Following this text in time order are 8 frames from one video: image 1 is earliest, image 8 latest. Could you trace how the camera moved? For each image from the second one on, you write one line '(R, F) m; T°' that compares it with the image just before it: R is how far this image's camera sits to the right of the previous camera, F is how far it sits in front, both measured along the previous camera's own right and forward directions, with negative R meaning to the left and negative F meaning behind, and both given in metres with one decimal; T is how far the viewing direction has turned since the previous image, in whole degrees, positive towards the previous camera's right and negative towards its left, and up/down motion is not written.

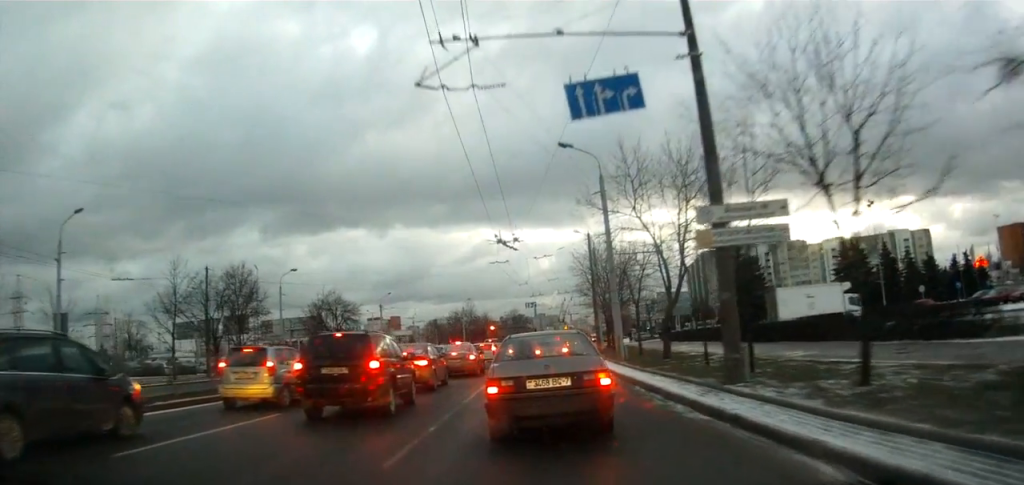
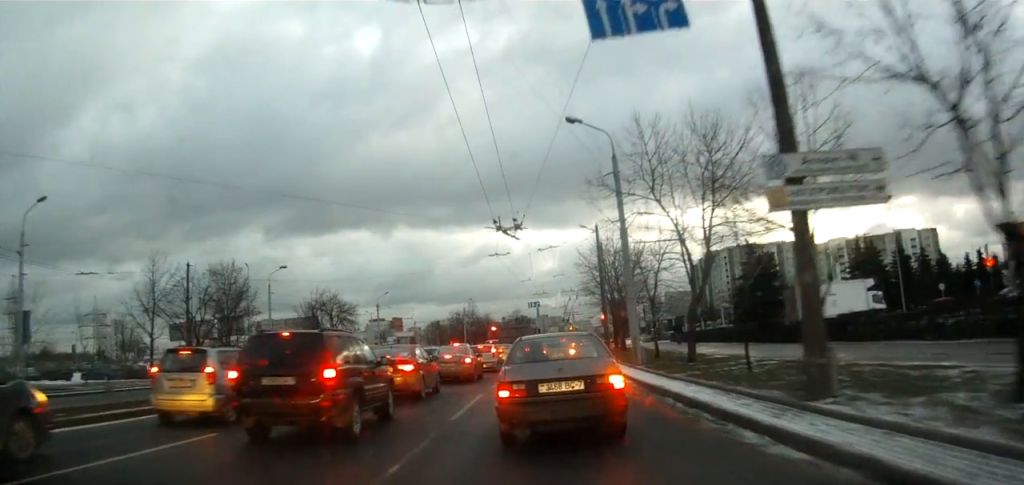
(+0.1, +3.2) m; +1°
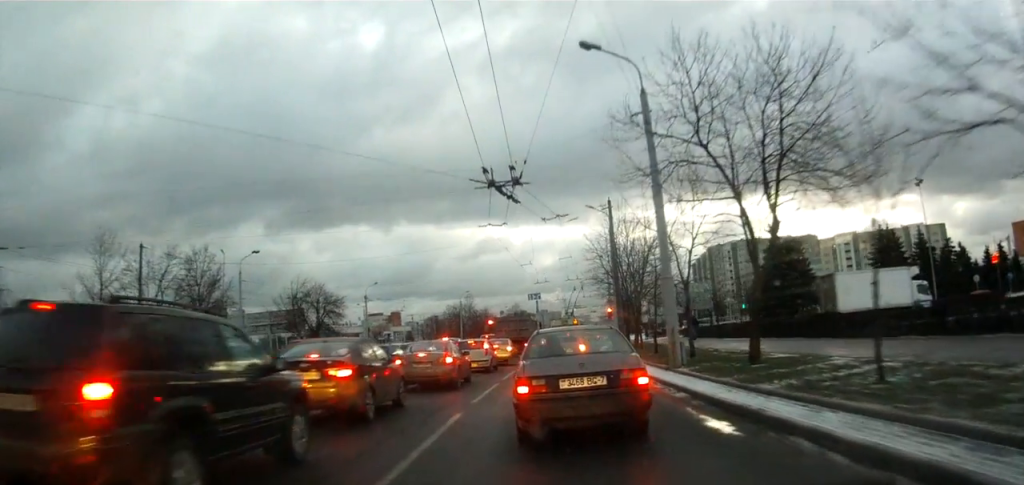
(+0.3, +5.4) m; -1°
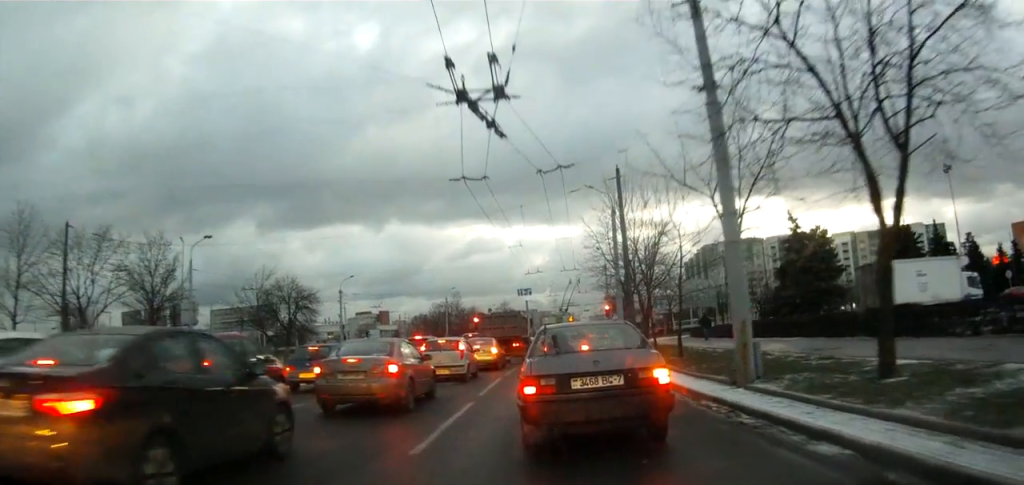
(-0.3, +5.4) m; +1°
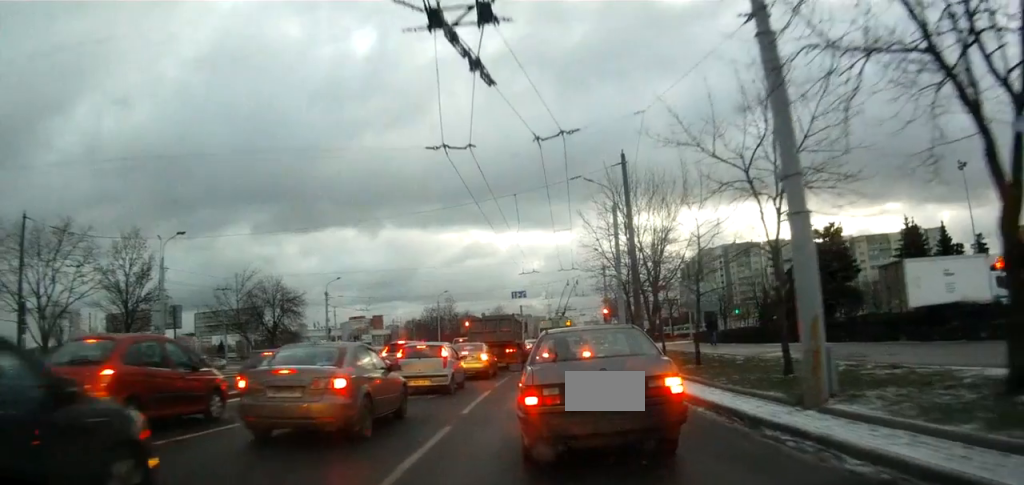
(+0.2, +2.7) m; +4°
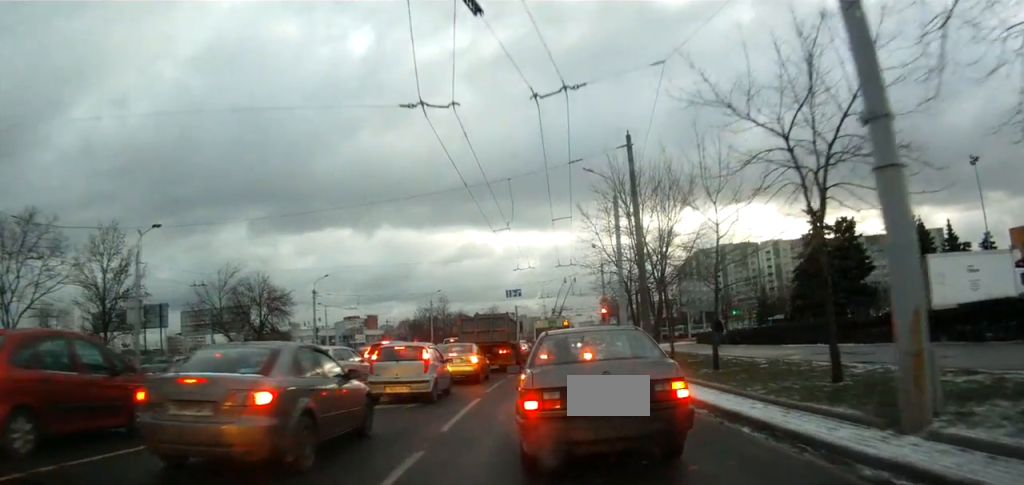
(0.0, +2.3) m; +1°
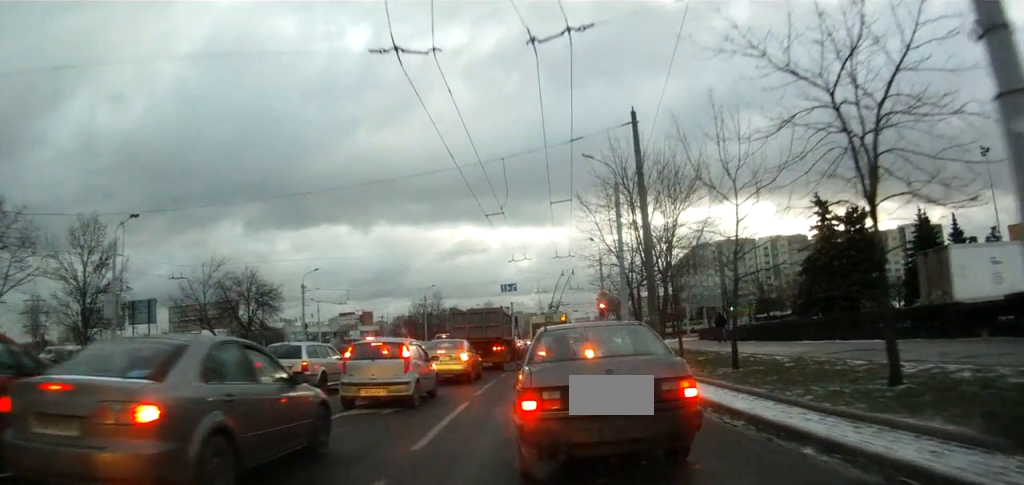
(0.0, +1.8) m; 0°
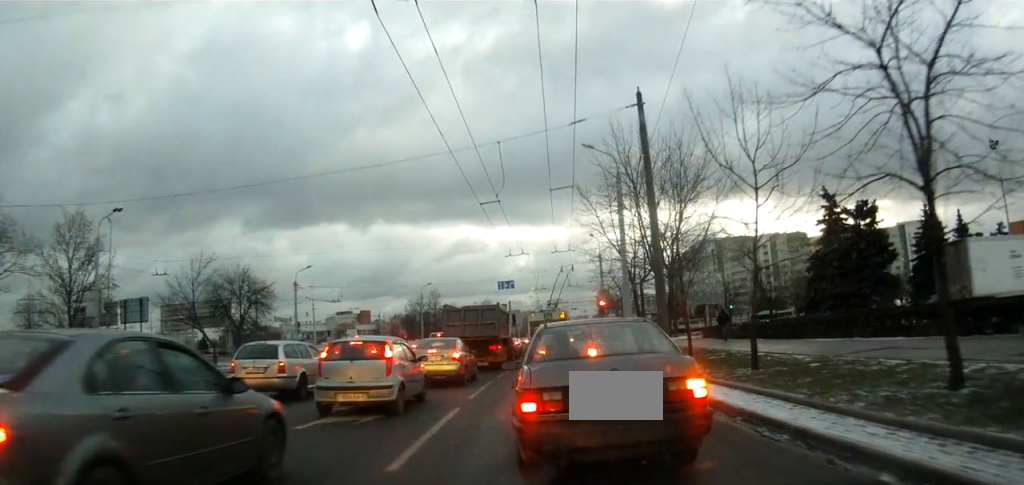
(0.0, +1.4) m; -4°
